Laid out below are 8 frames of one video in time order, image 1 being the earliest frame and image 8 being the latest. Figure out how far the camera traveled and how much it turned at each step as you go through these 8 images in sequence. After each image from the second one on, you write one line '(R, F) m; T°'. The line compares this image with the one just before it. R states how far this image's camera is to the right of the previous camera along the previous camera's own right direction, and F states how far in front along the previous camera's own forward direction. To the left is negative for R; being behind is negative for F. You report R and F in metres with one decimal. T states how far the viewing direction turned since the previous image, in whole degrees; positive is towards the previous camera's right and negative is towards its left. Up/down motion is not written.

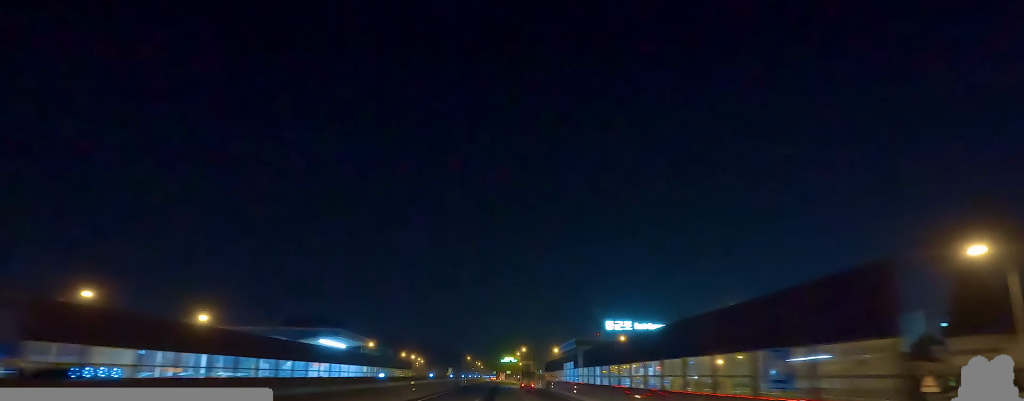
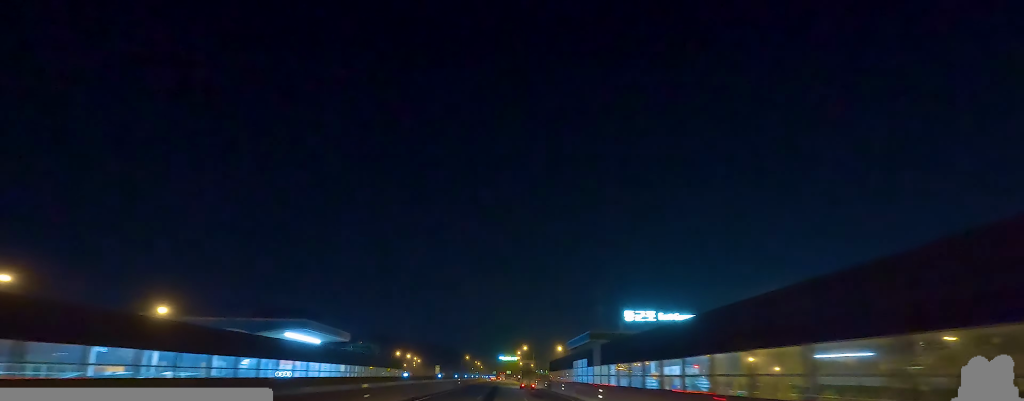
(-0.7, +11.9) m; 0°
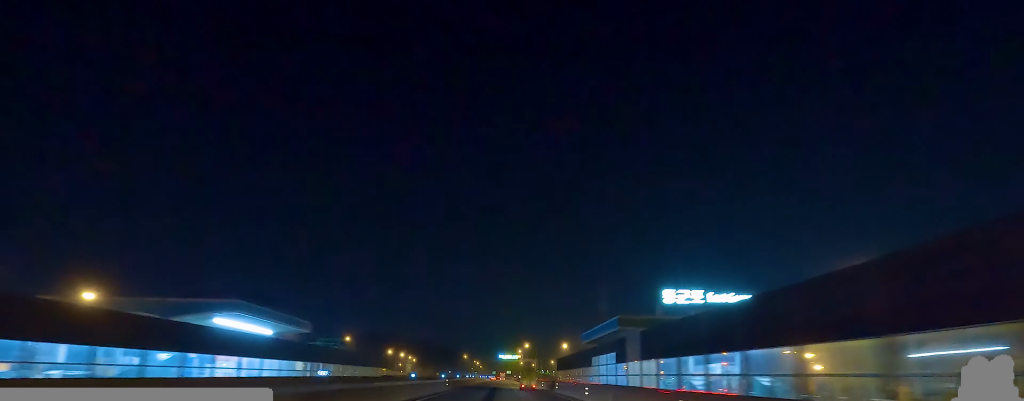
(+0.1, +15.6) m; +1°
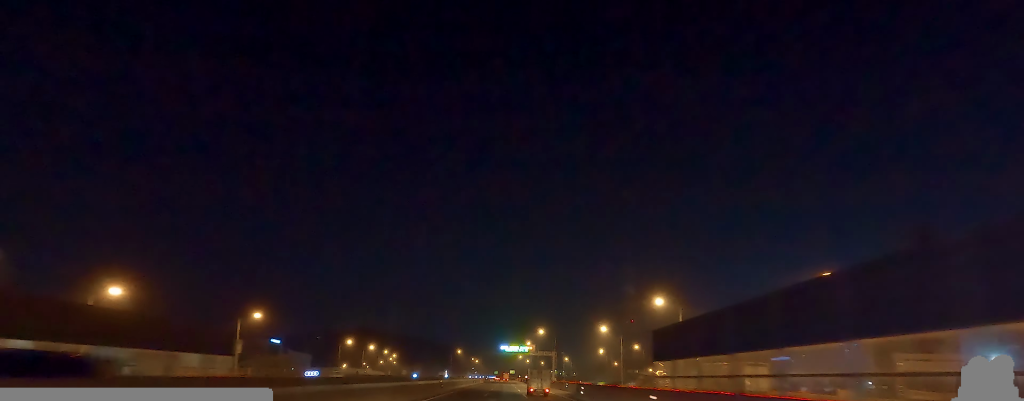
(+0.8, +58.8) m; -1°
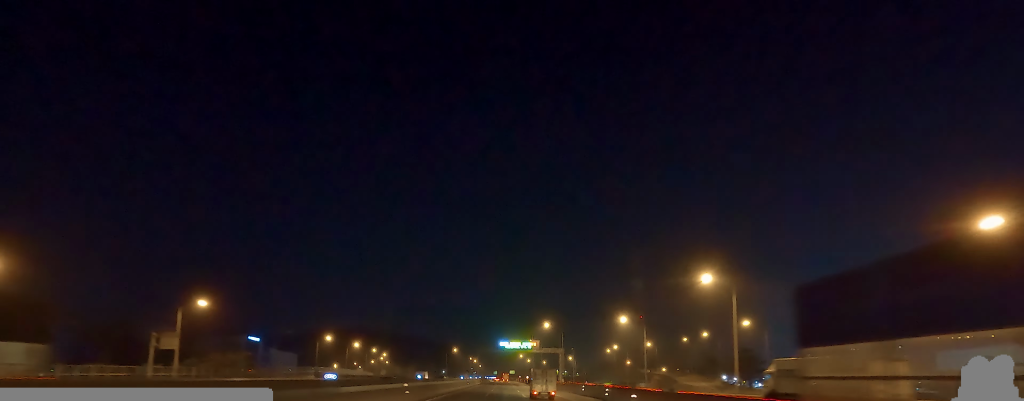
(-0.6, +17.3) m; 0°
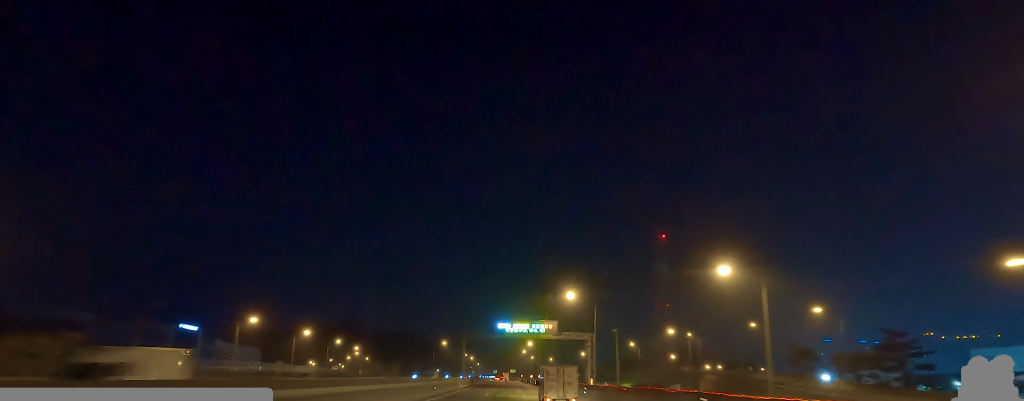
(+1.8, +39.3) m; +1°
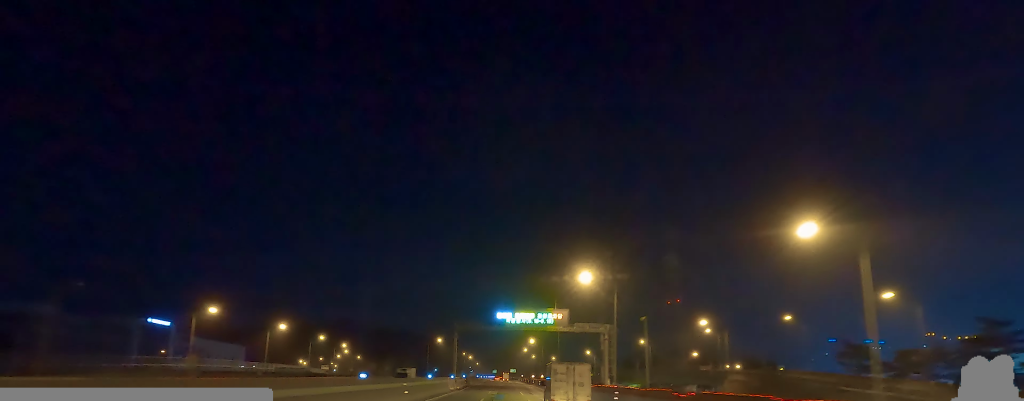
(+0.4, +12.7) m; -1°
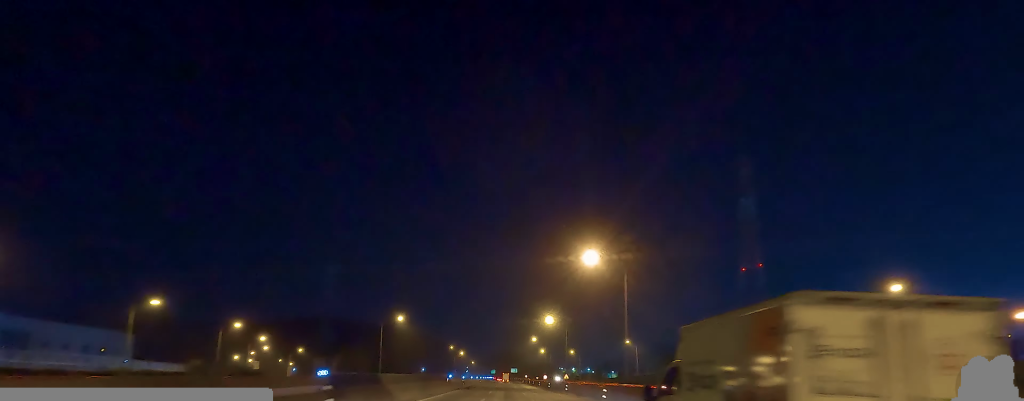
(-0.4, +61.2) m; 0°
